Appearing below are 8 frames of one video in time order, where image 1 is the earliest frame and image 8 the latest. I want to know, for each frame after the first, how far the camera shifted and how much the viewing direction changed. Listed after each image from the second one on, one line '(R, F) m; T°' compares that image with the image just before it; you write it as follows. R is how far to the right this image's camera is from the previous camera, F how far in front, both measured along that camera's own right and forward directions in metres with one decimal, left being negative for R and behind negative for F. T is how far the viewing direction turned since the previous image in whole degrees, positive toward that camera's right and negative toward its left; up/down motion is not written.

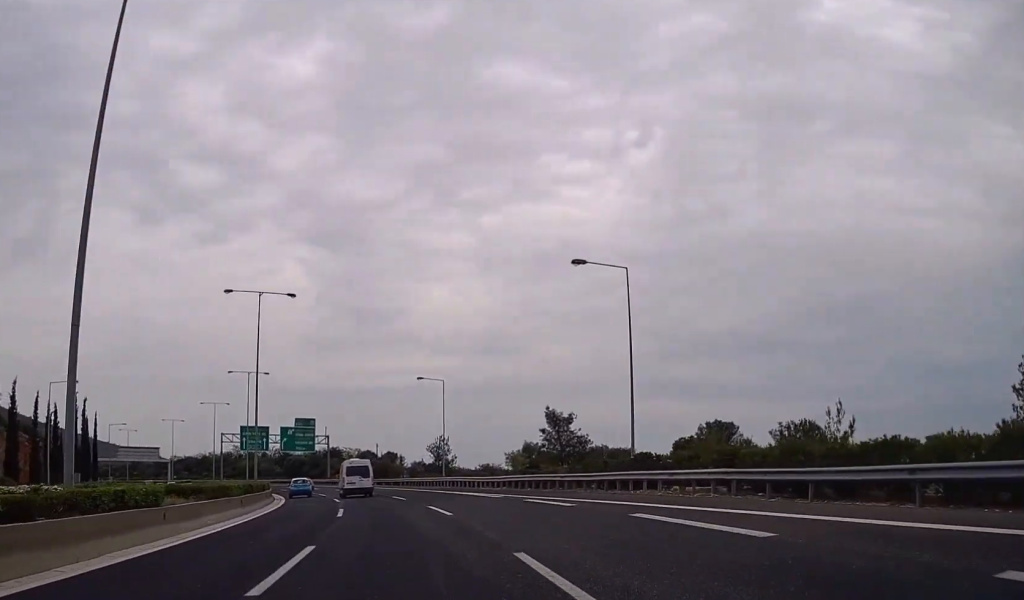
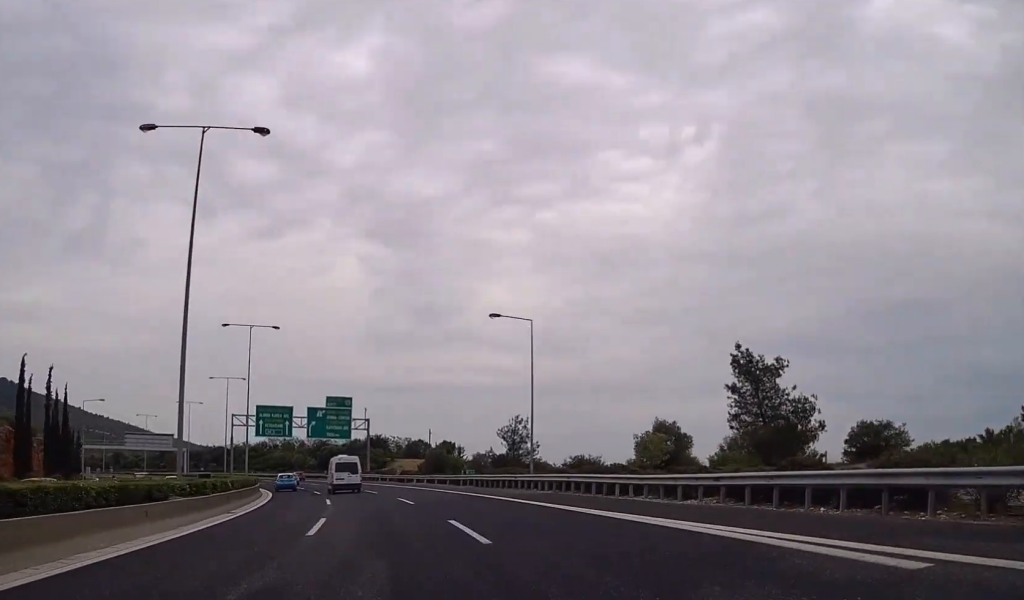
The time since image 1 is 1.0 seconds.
(-0.7, +27.7) m; -4°
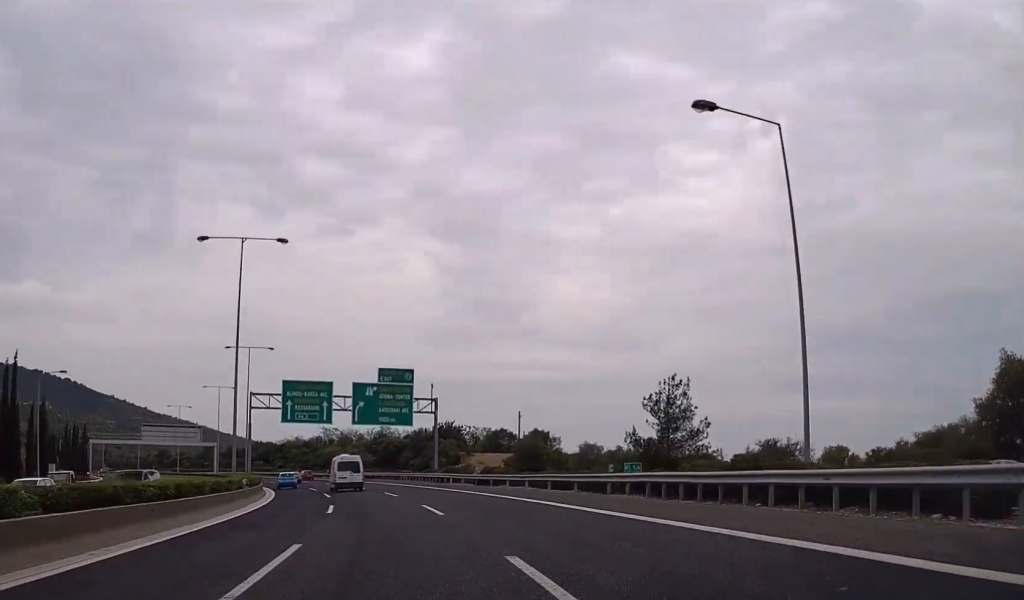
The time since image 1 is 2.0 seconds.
(-1.2, +26.8) m; -5°
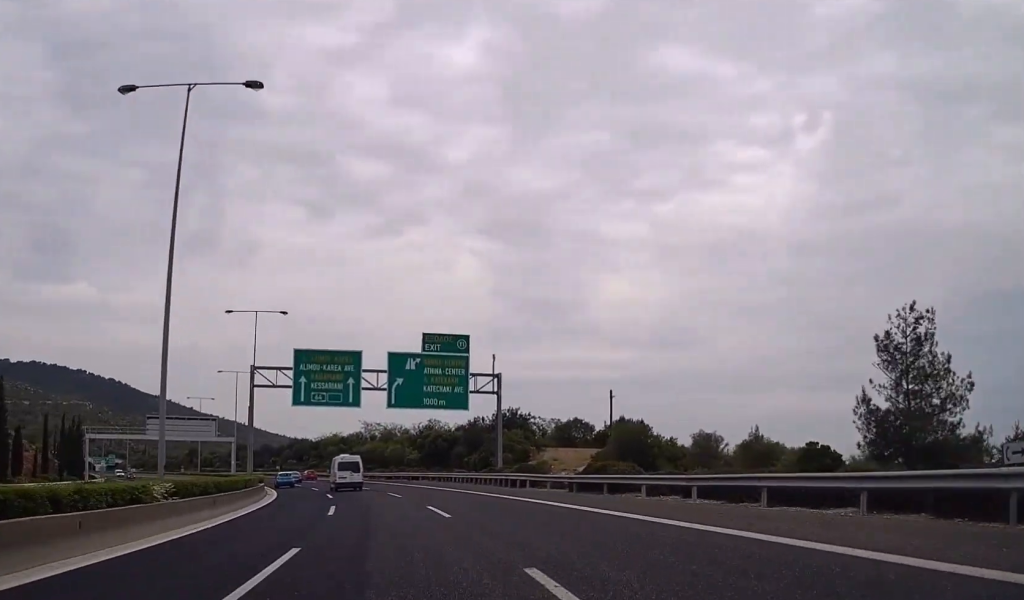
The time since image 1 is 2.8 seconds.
(-0.8, +19.7) m; -3°
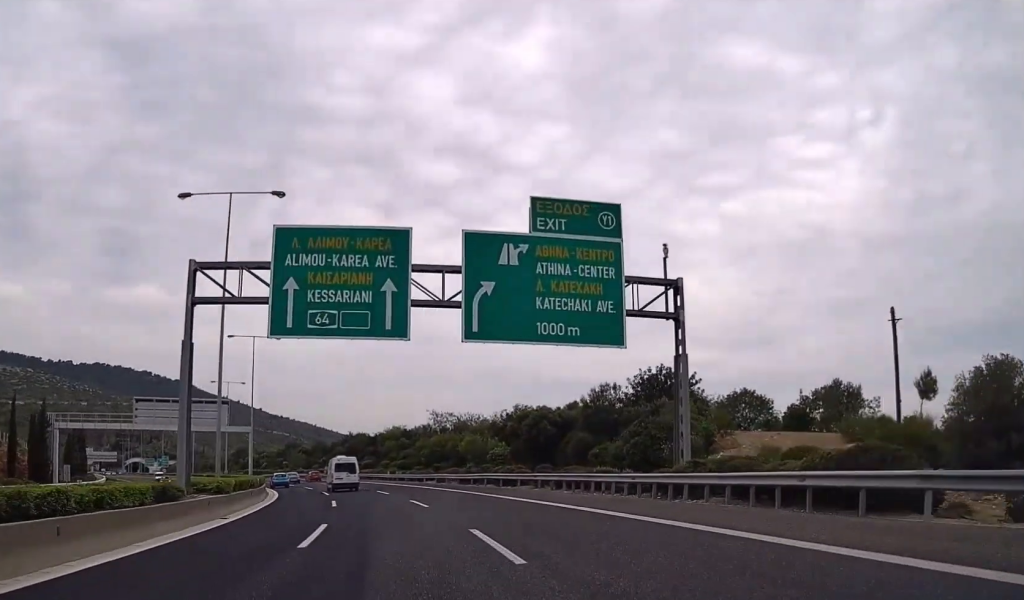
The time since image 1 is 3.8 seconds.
(-1.1, +28.6) m; -5°
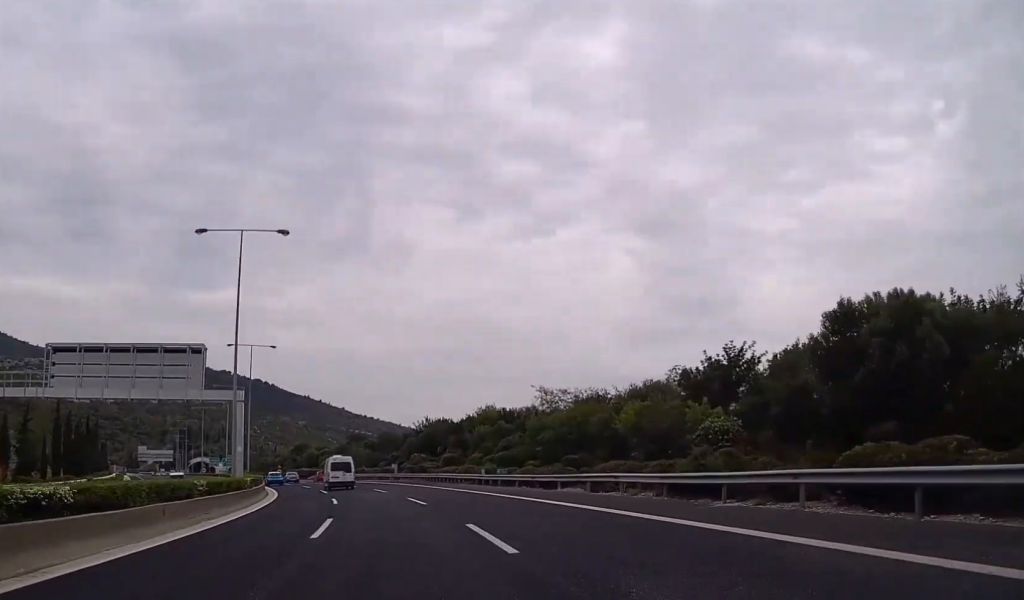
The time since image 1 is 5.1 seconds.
(-1.8, +34.8) m; -6°
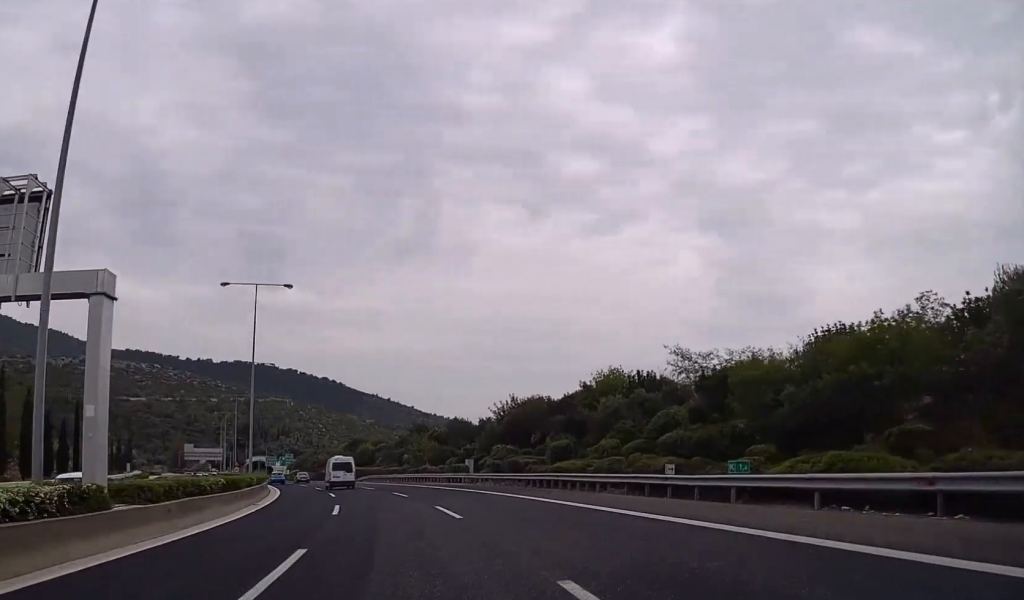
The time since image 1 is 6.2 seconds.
(-1.1, +27.7) m; -5°
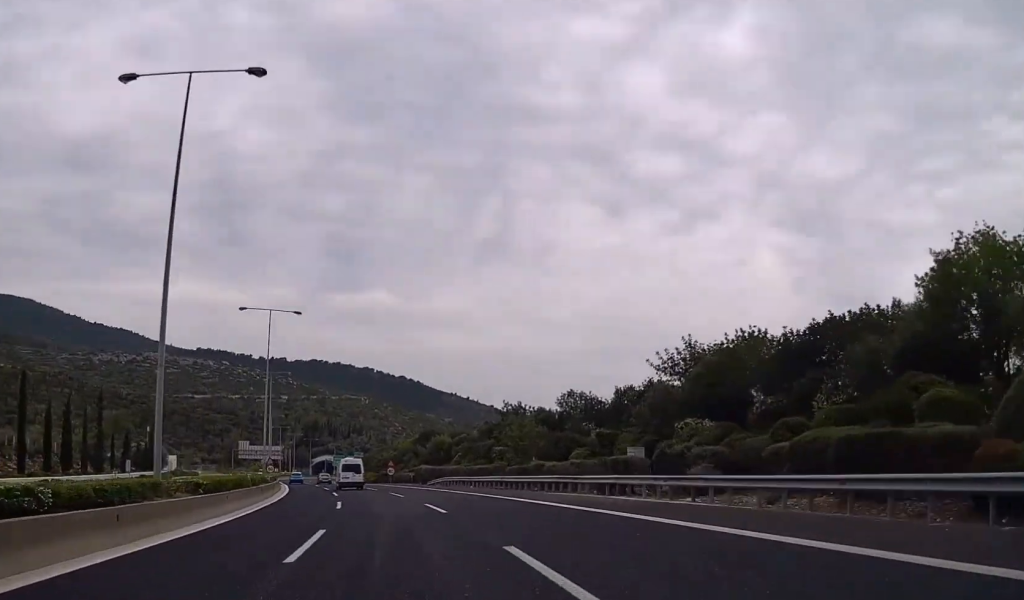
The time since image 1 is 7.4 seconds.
(-1.8, +32.2) m; -6°
